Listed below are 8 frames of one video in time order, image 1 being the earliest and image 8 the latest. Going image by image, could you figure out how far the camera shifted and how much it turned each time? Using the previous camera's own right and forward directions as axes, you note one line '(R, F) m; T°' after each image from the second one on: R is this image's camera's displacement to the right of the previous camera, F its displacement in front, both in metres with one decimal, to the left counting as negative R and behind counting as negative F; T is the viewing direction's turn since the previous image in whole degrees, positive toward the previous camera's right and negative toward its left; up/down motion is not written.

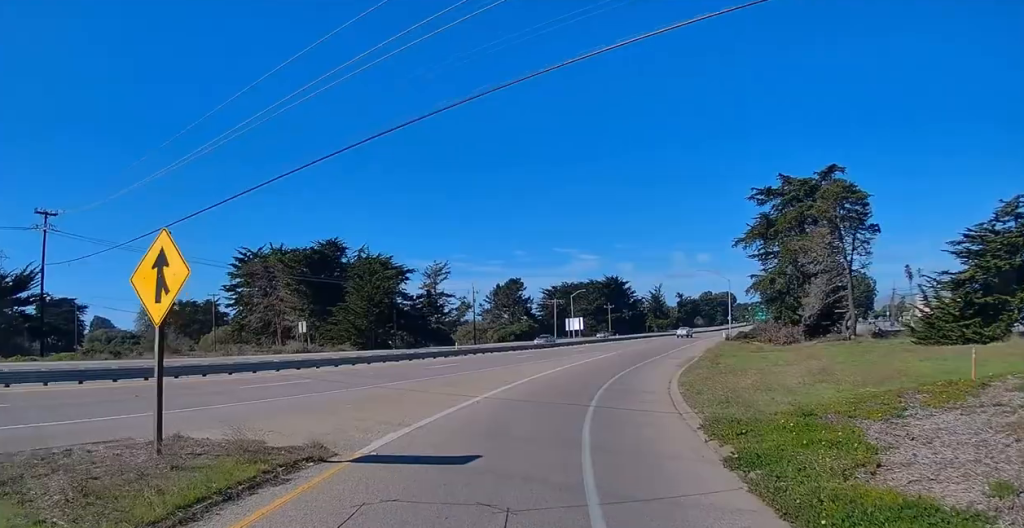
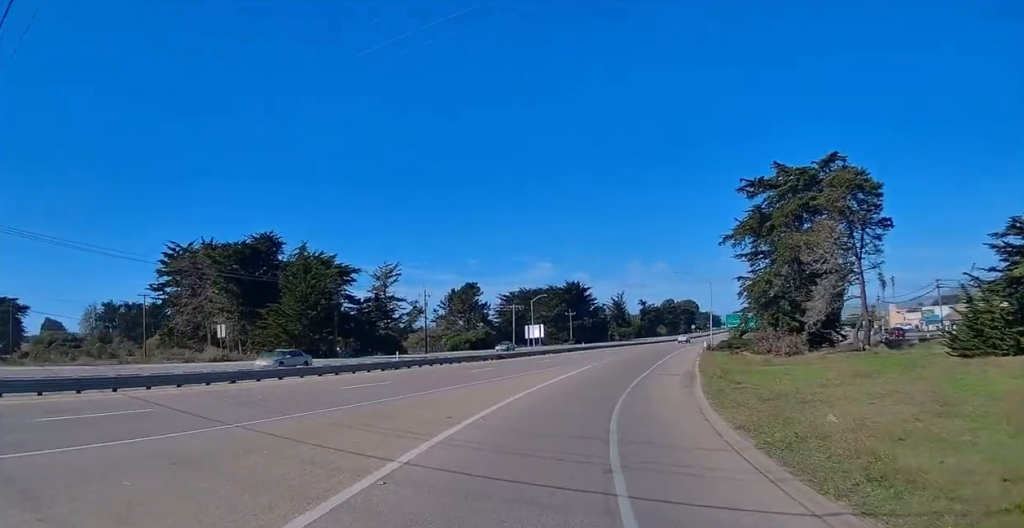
(+0.8, +8.4) m; +7°
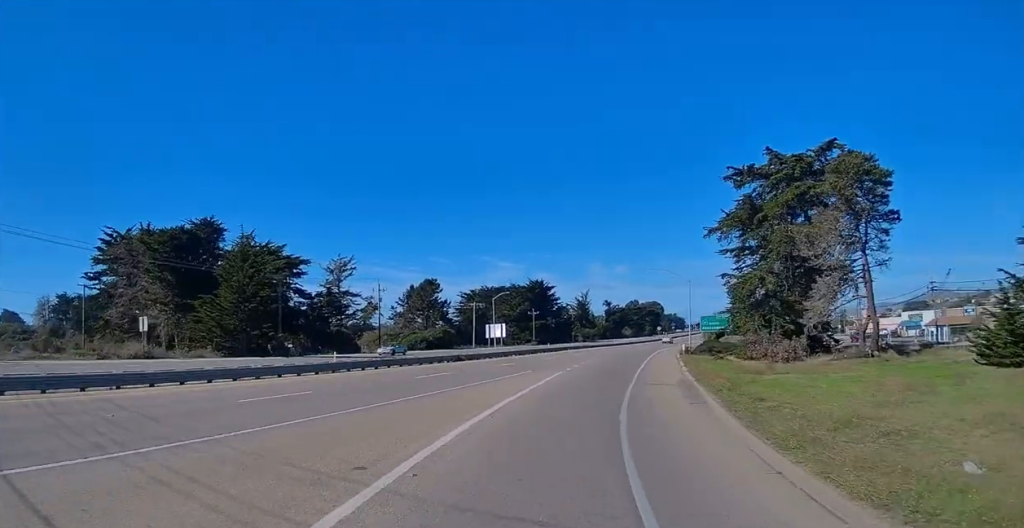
(+0.2, +6.8) m; +2°
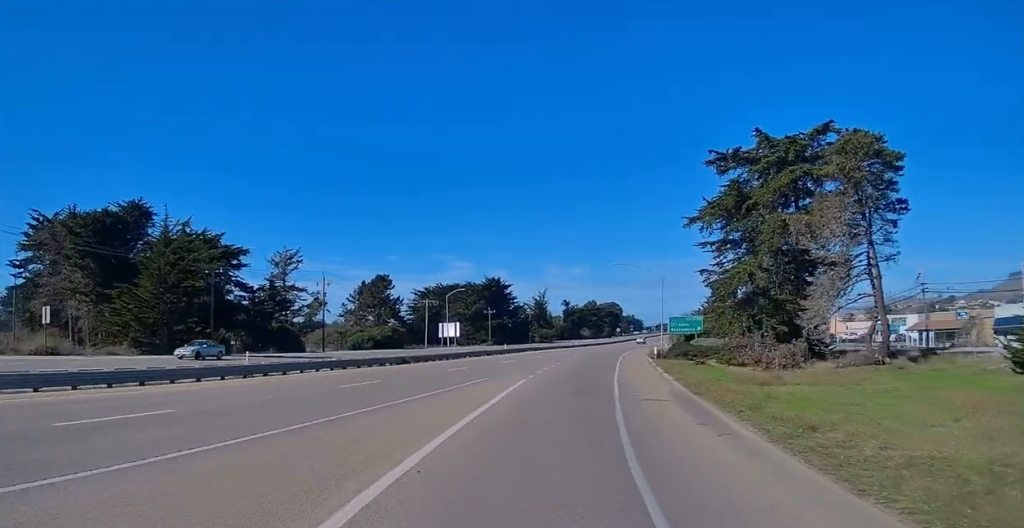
(+0.1, +7.2) m; +3°
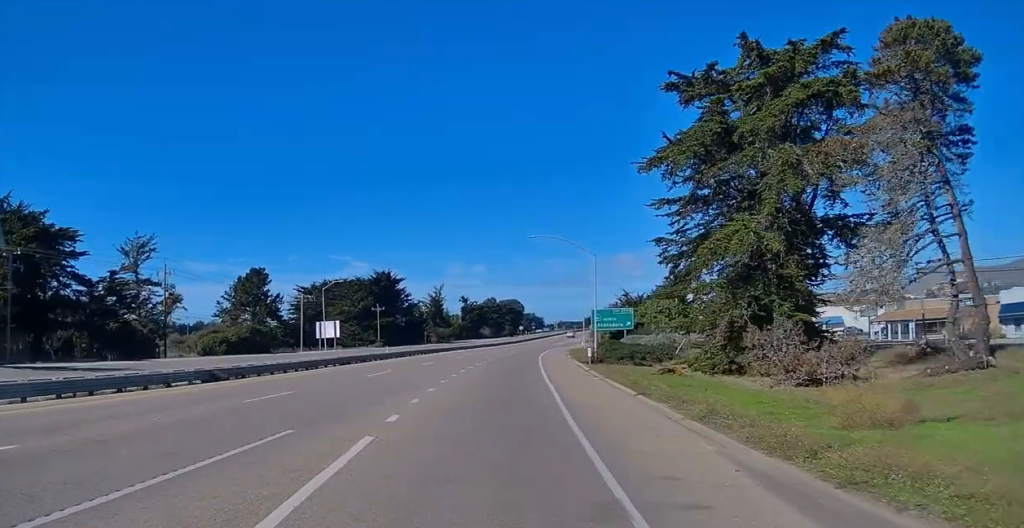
(+1.6, +18.7) m; +7°
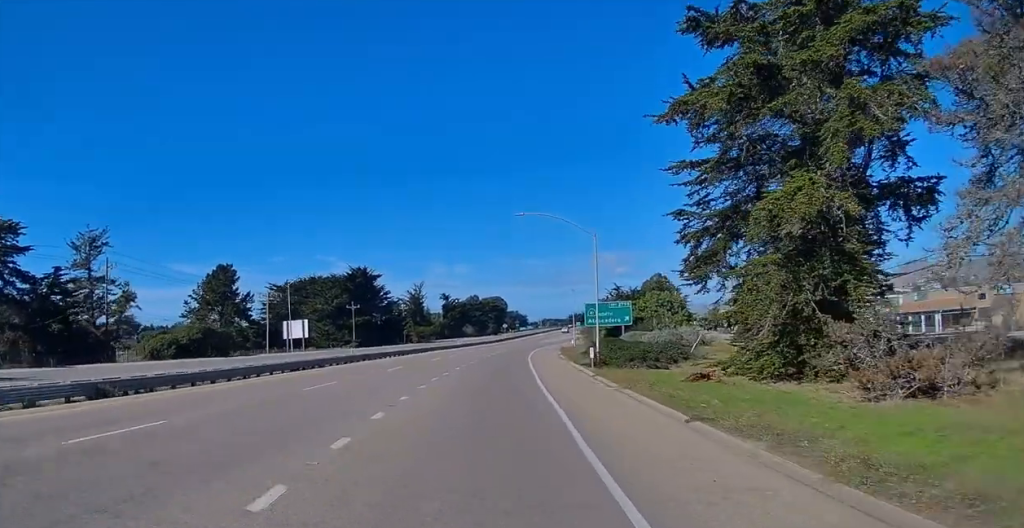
(-0.2, +8.5) m; -1°
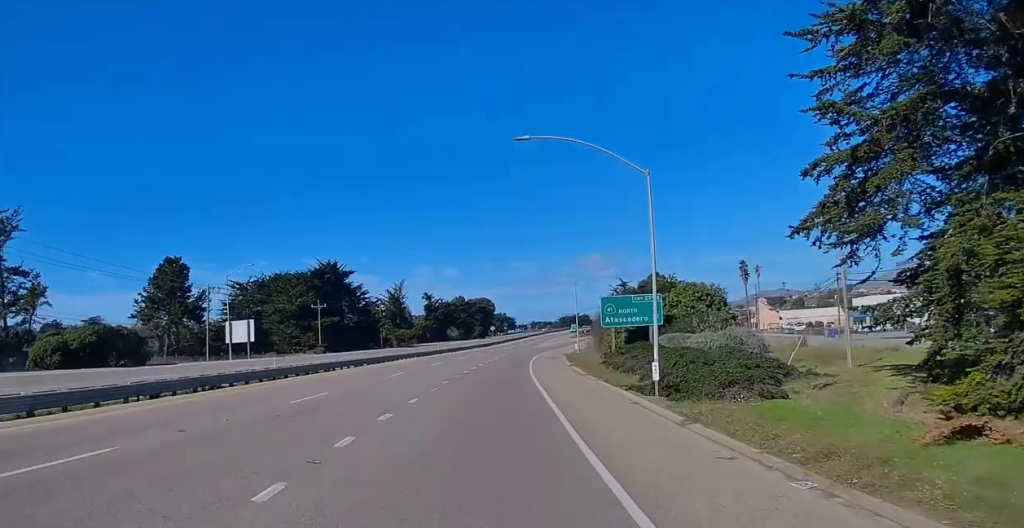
(-0.2, +17.1) m; 0°
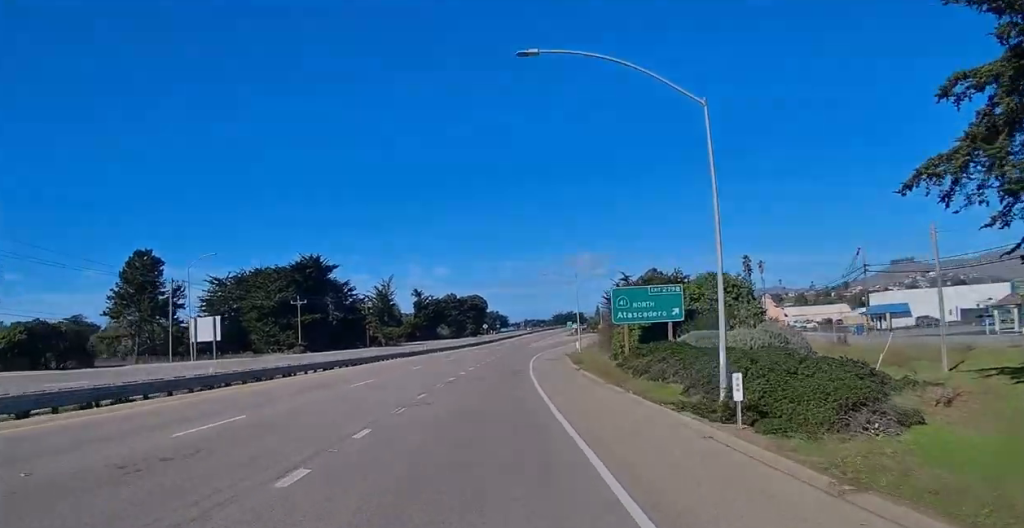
(+0.1, +8.6) m; +1°
